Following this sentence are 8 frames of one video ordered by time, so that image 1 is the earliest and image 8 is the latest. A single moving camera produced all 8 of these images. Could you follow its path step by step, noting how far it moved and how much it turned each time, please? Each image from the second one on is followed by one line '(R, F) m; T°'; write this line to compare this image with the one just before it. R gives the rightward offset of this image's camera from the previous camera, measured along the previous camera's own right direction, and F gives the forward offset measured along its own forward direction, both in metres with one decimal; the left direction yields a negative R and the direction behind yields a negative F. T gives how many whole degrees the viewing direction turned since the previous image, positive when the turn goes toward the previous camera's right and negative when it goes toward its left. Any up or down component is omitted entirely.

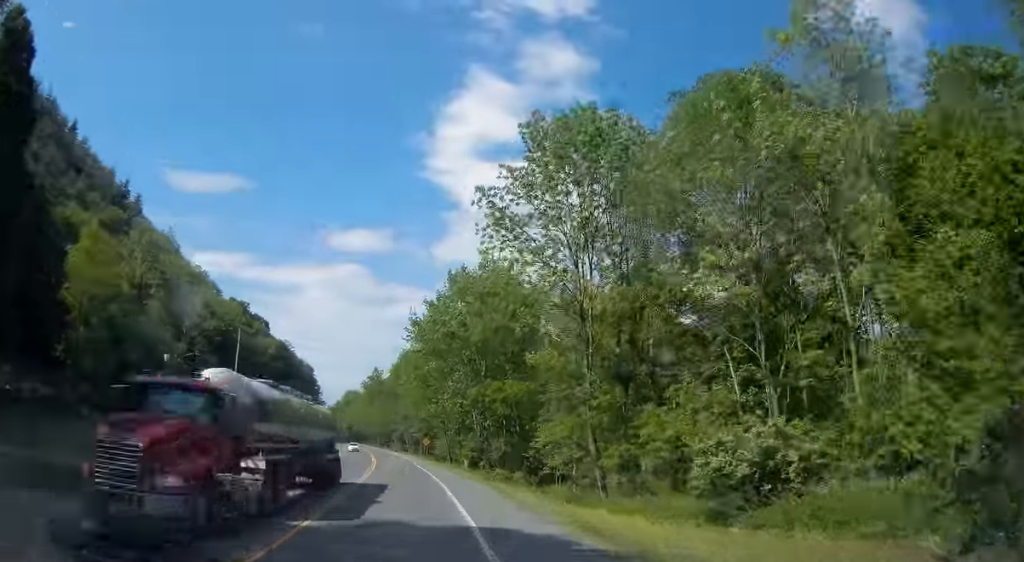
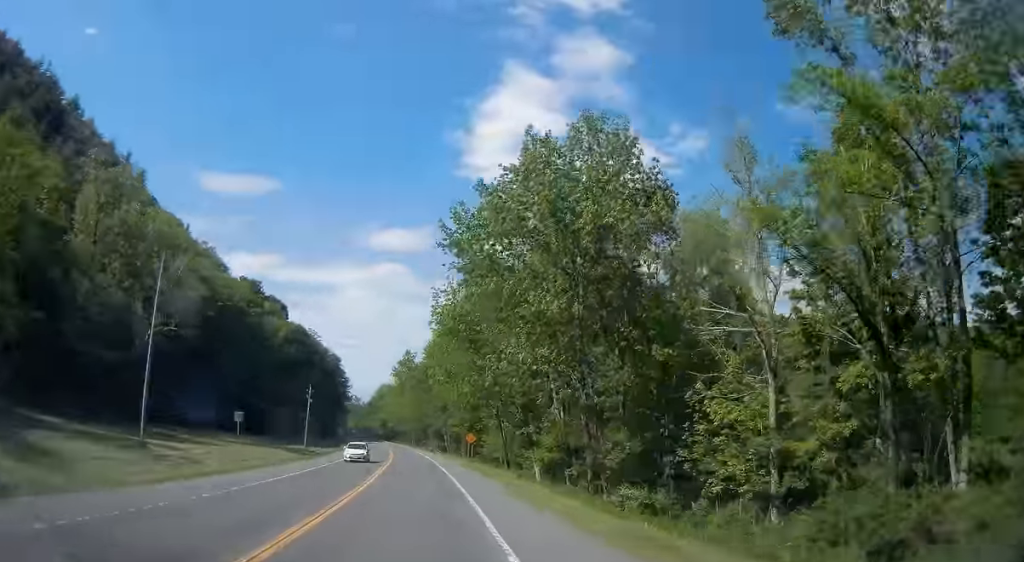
(-1.4, +27.6) m; -6°
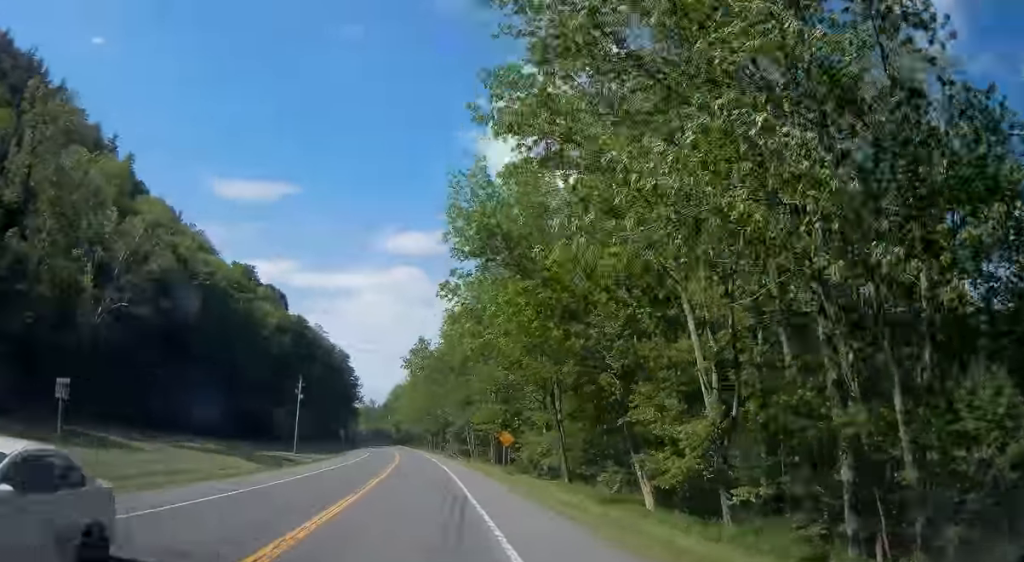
(-0.8, +20.8) m; -3°
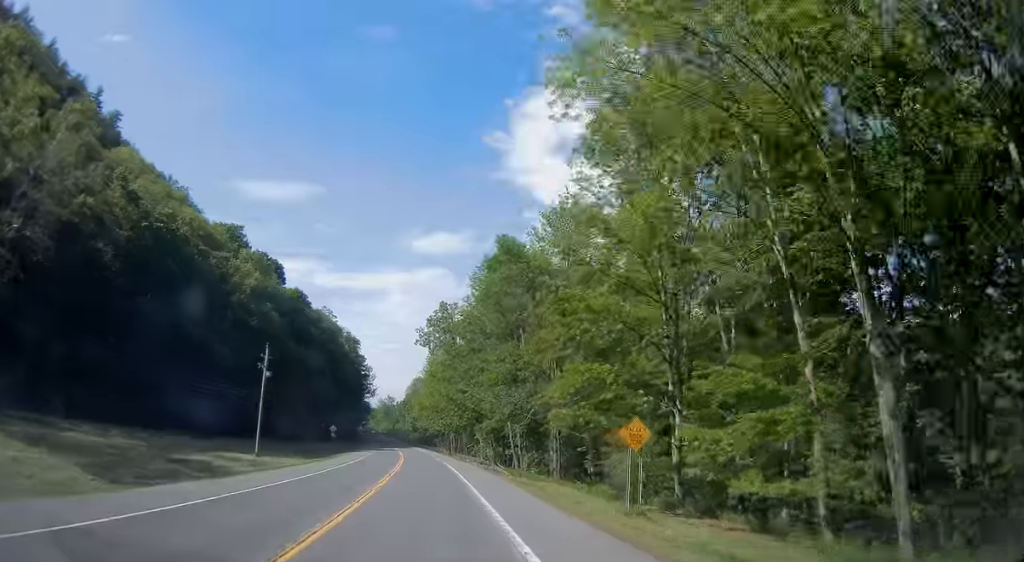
(-0.6, +27.8) m; -2°
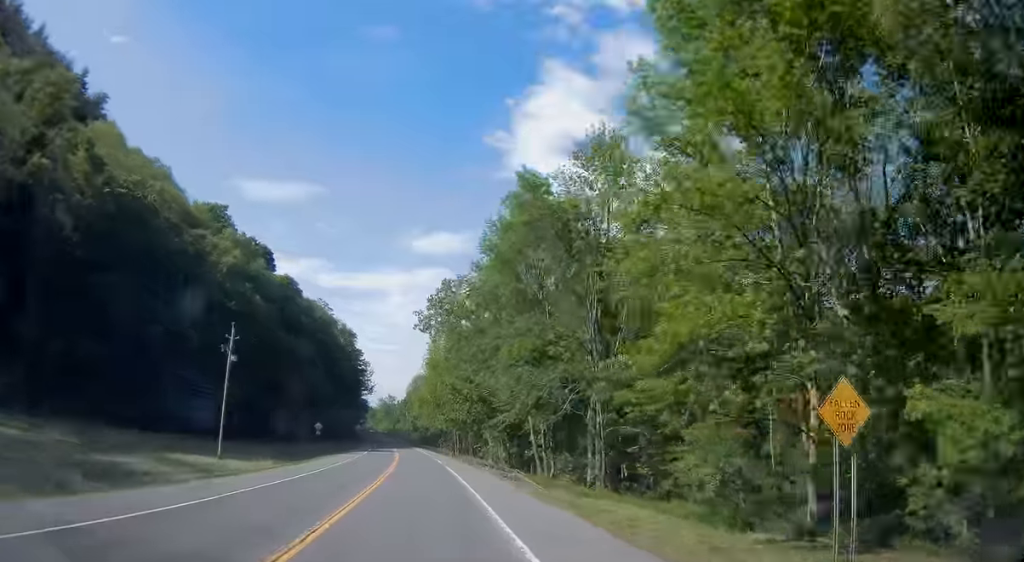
(0.0, +11.3) m; -1°
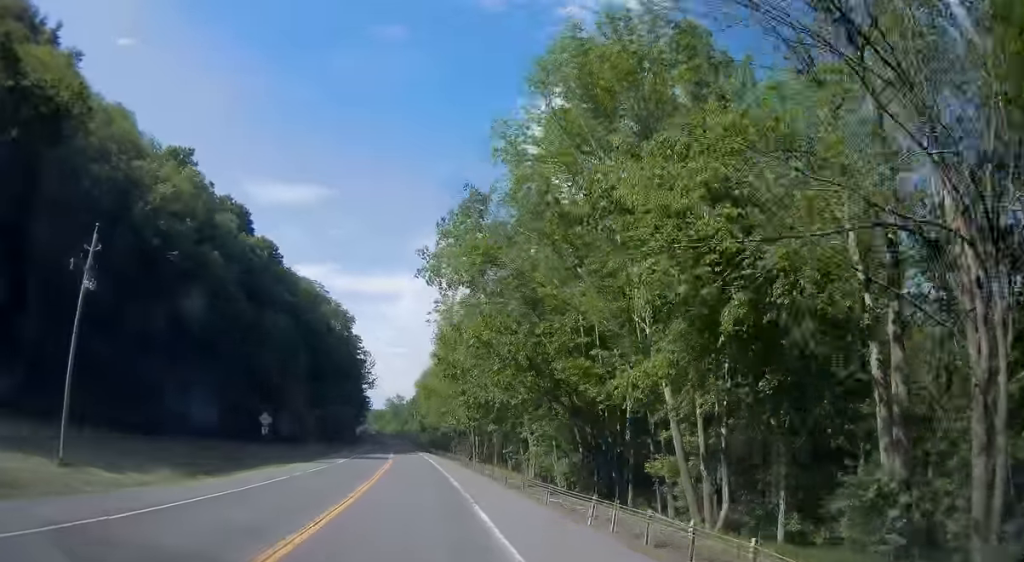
(-0.3, +24.6) m; -1°
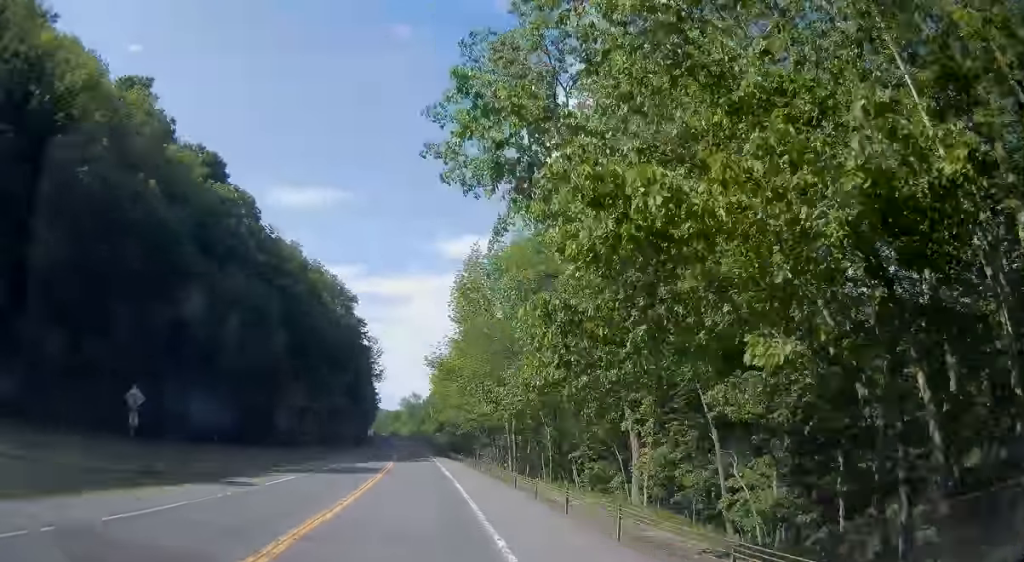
(-0.2, +22.1) m; -1°
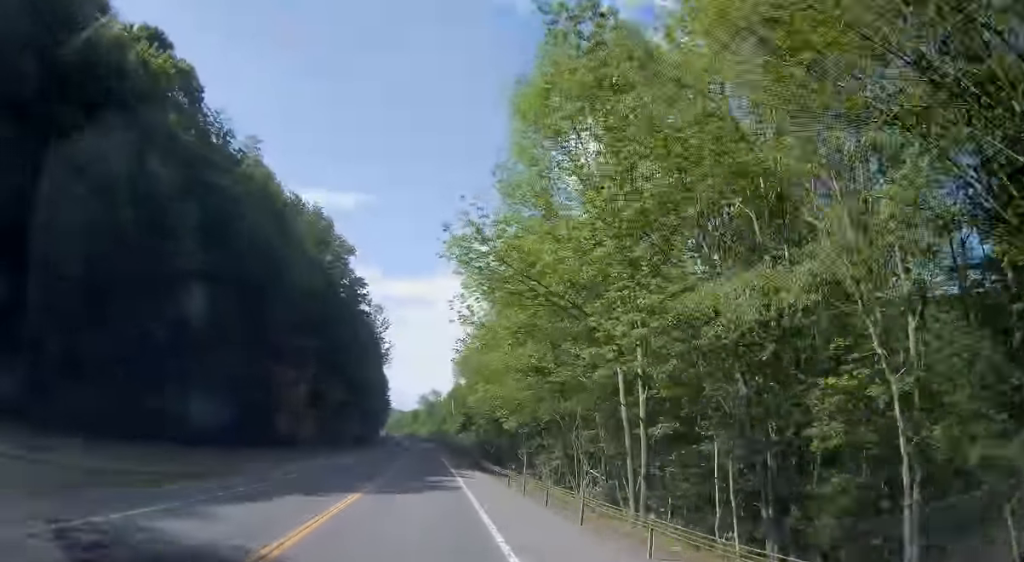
(-0.5, +31.0) m; -2°
